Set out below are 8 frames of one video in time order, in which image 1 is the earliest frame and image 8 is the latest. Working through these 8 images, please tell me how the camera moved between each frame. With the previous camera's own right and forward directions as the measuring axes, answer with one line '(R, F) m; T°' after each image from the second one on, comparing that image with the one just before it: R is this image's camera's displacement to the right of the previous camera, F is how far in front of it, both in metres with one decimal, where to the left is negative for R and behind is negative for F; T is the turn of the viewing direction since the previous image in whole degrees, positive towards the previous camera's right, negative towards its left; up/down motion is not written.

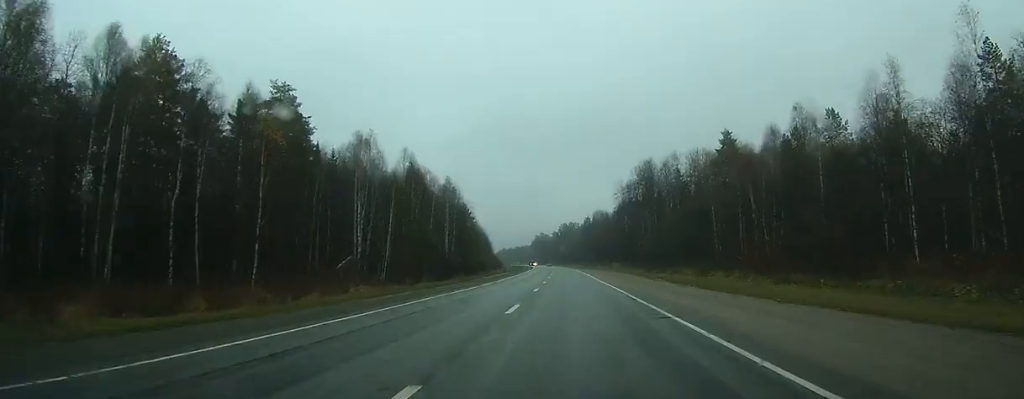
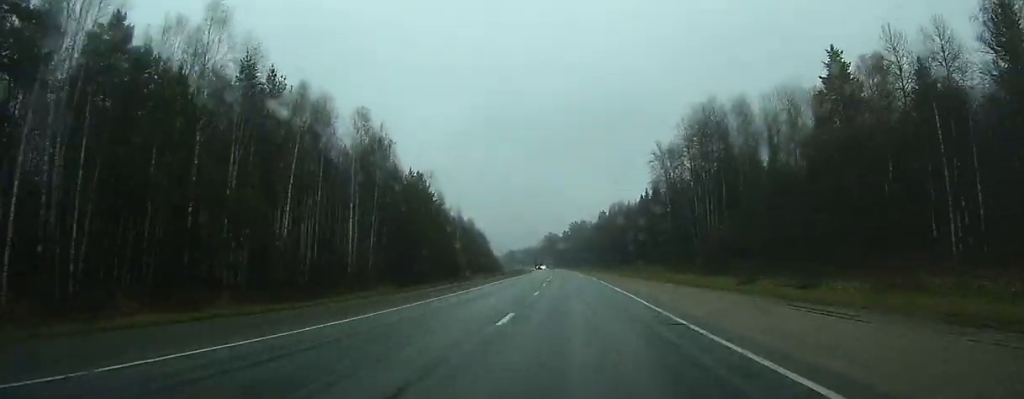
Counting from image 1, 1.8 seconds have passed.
(-0.5, +57.0) m; -1°
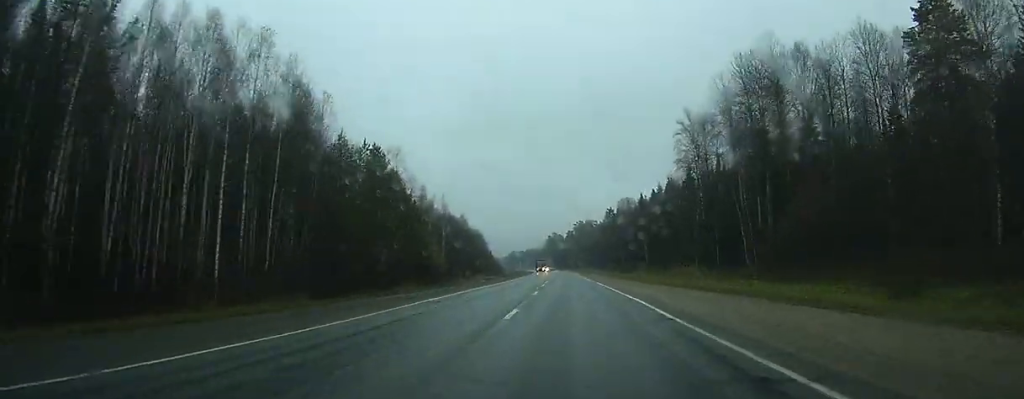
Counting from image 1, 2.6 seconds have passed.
(0.0, +25.0) m; 0°
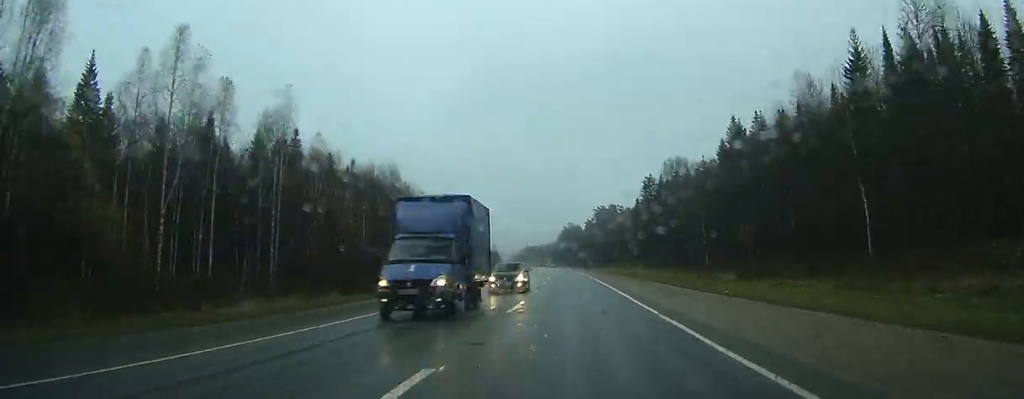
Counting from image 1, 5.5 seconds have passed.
(-1.0, +85.1) m; -1°
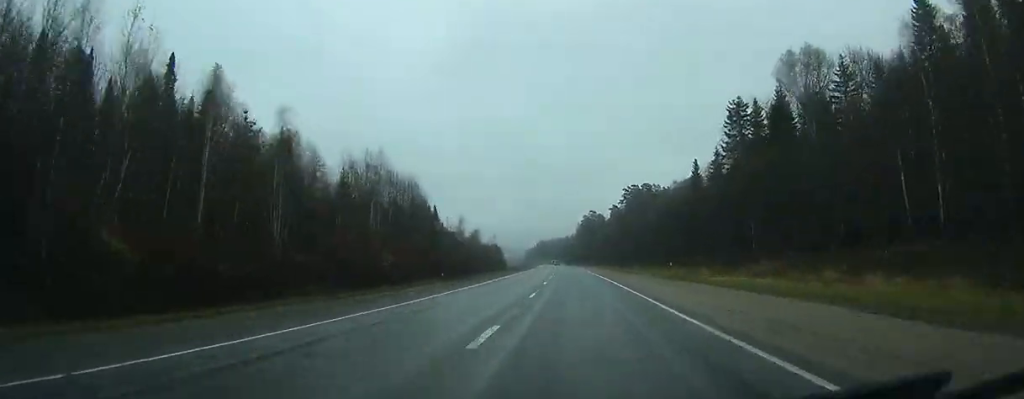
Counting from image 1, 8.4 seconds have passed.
(-1.4, +79.1) m; -3°
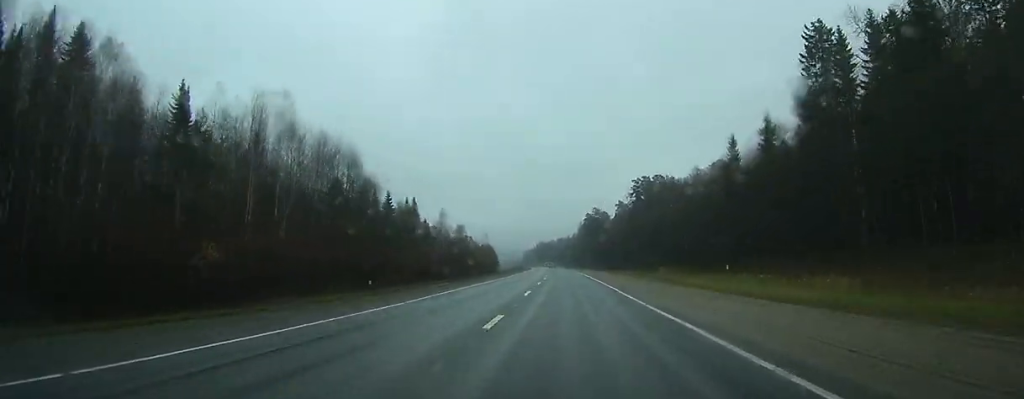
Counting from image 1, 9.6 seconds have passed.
(-0.5, +35.1) m; -1°
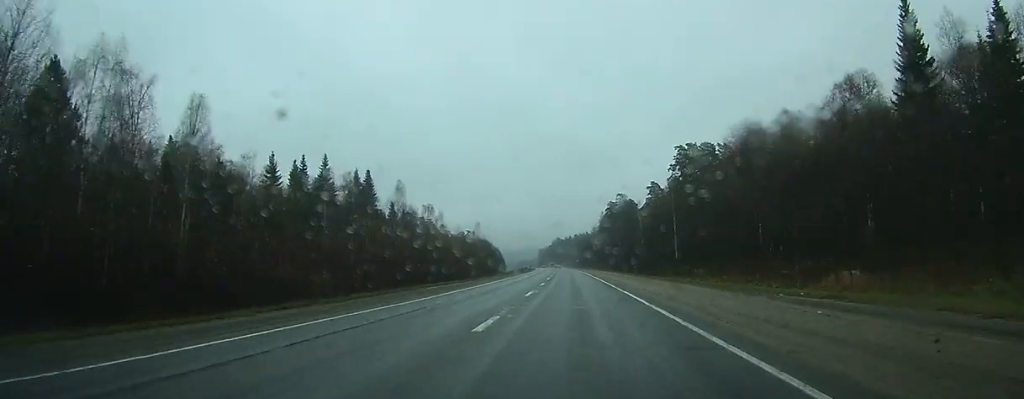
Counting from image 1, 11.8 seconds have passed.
(-0.7, +64.3) m; -1°
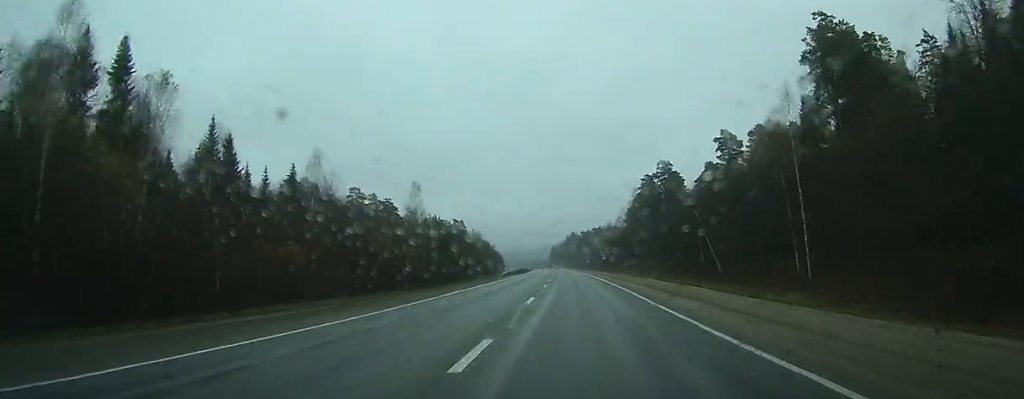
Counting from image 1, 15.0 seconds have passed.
(-1.7, +91.1) m; -2°
